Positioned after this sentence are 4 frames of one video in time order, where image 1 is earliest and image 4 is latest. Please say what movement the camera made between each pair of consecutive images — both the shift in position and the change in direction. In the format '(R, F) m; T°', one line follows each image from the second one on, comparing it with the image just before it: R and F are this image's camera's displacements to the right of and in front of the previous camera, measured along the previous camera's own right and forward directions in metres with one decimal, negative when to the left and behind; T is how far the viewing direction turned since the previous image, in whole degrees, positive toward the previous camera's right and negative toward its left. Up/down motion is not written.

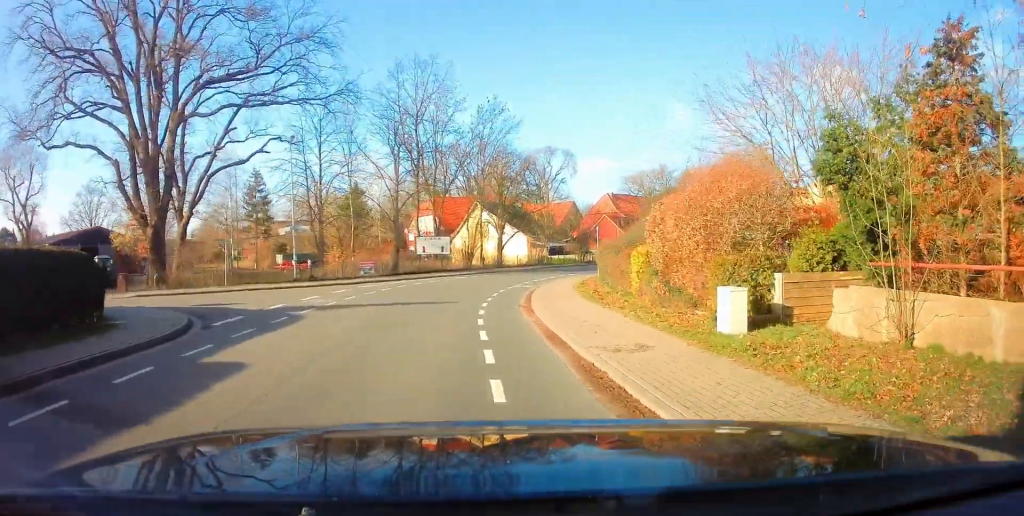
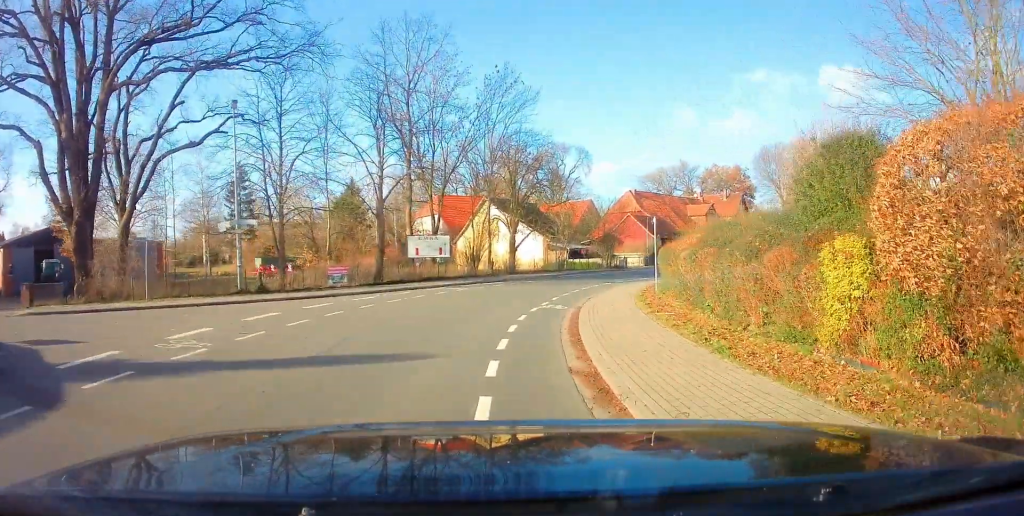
(-0.2, +8.4) m; -2°
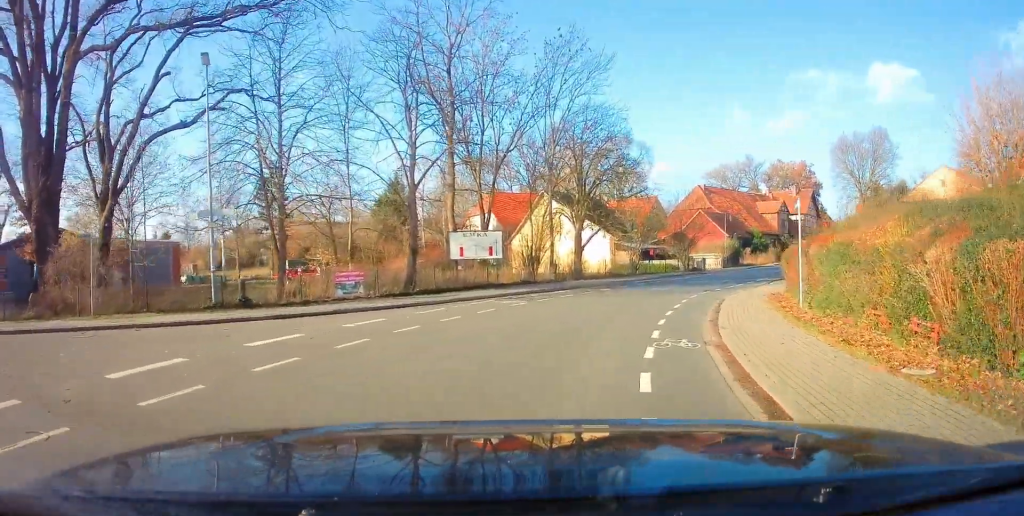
(-0.2, +6.7) m; -7°
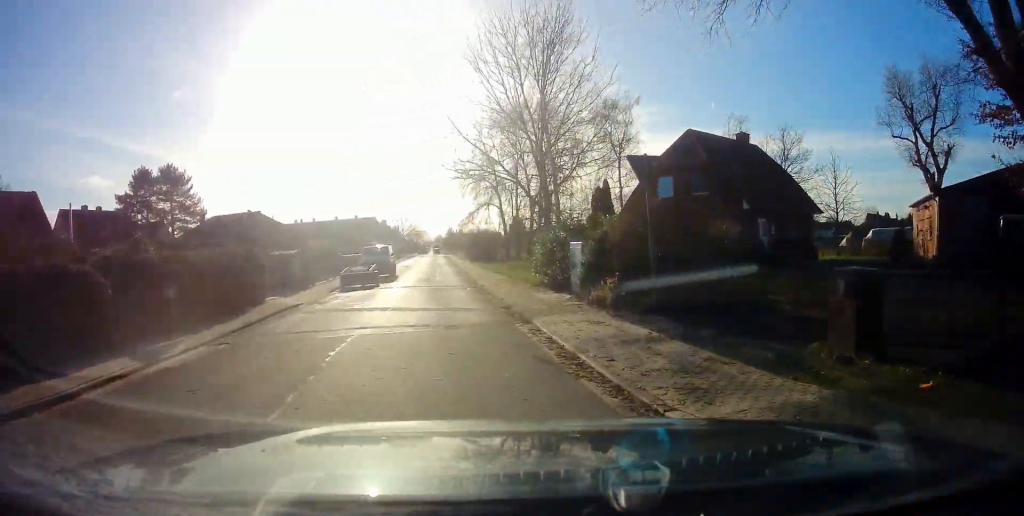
(-8.5, +12.5) m; -79°
